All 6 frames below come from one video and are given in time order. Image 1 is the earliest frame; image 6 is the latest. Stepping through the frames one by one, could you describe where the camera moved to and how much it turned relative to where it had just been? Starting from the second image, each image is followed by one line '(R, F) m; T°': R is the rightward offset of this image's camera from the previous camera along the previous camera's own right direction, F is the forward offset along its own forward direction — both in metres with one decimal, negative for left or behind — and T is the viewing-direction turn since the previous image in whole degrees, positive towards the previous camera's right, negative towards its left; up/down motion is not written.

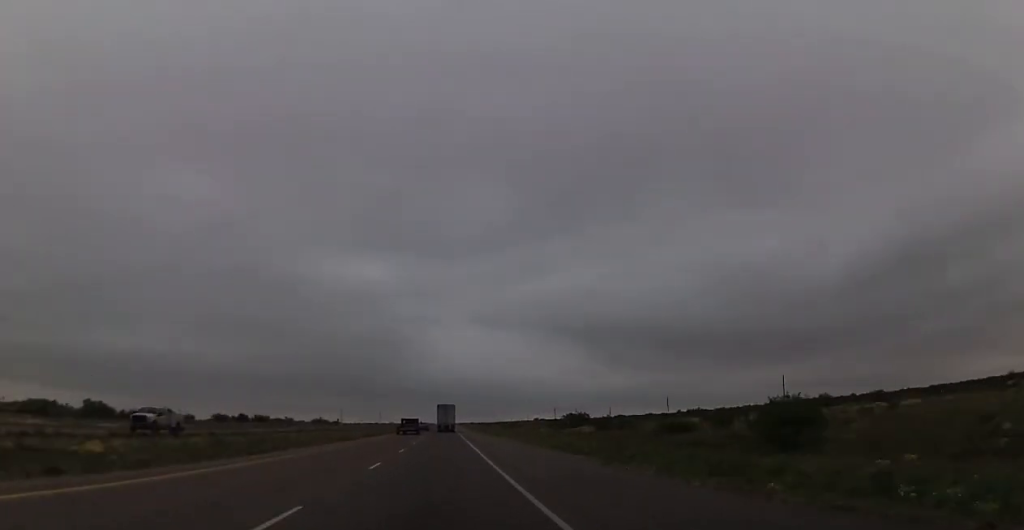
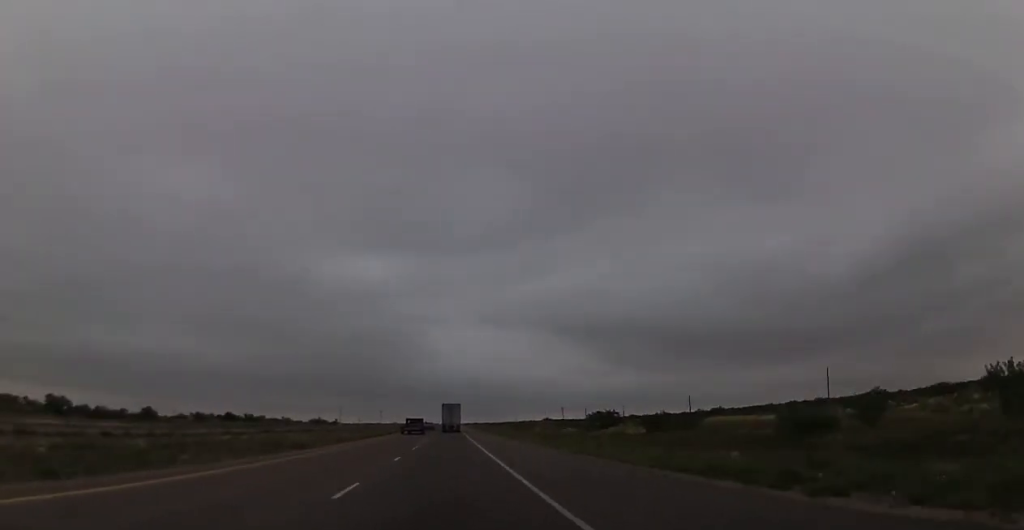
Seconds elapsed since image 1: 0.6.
(-0.1, +19.7) m; 0°
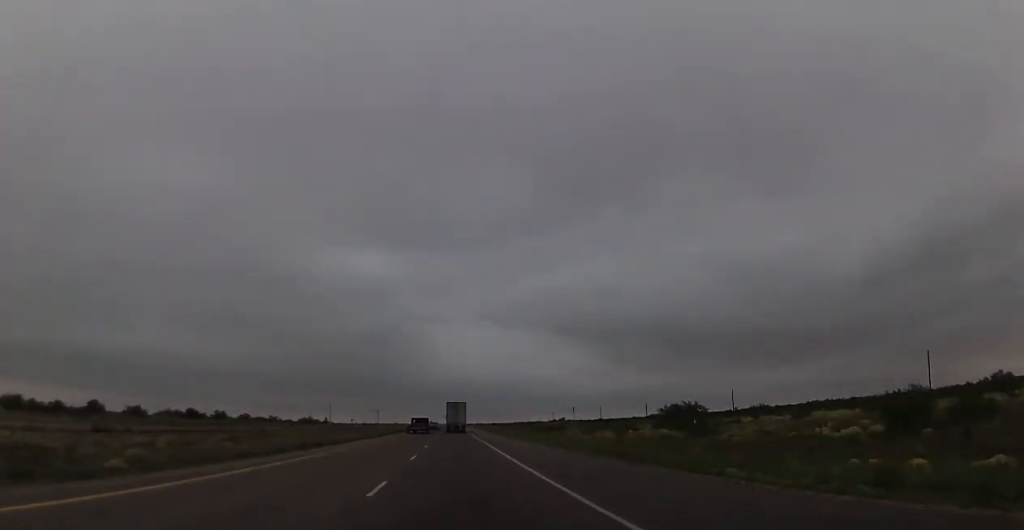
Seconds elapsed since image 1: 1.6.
(0.0, +36.1) m; 0°
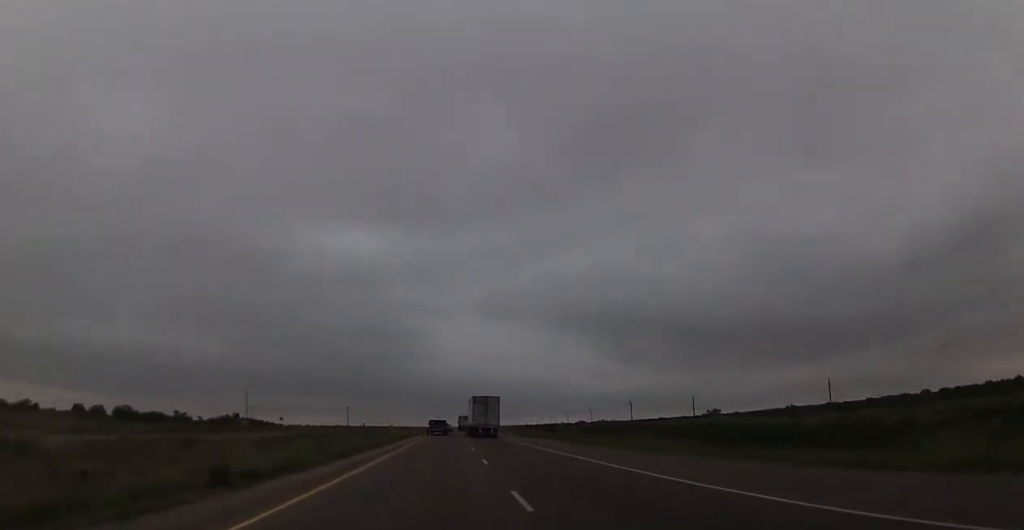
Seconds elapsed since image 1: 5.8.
(-0.8, +147.6) m; -1°
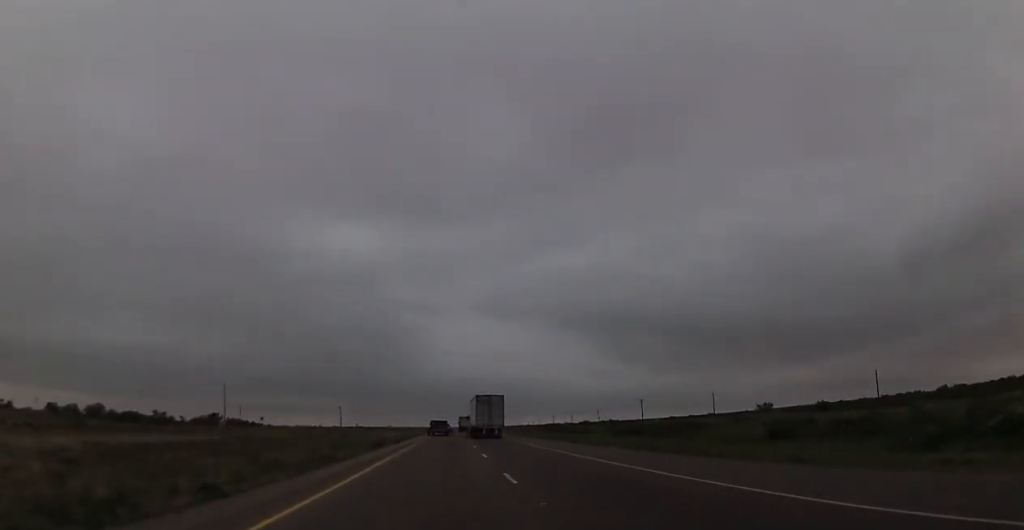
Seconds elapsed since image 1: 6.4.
(-0.2, +19.8) m; 0°
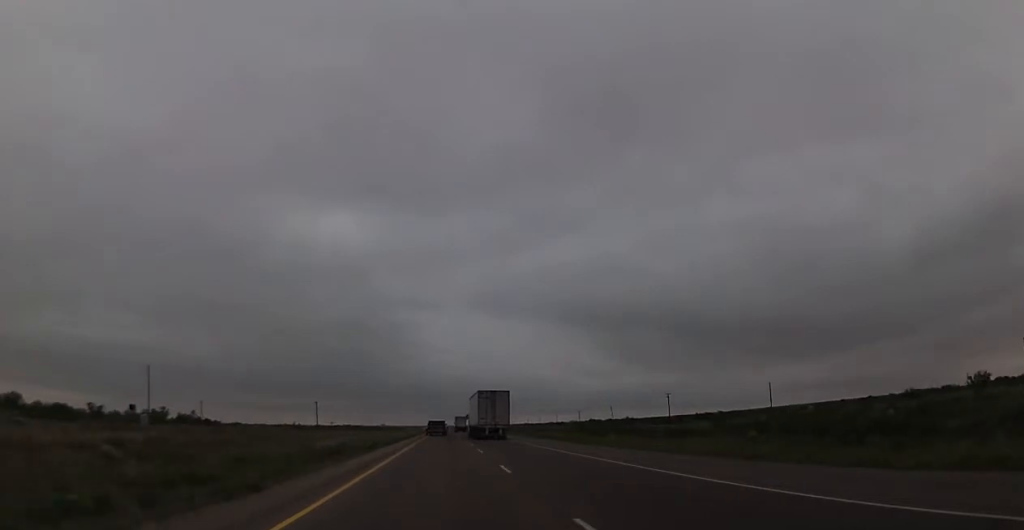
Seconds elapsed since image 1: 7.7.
(+0.5, +45.3) m; +1°
